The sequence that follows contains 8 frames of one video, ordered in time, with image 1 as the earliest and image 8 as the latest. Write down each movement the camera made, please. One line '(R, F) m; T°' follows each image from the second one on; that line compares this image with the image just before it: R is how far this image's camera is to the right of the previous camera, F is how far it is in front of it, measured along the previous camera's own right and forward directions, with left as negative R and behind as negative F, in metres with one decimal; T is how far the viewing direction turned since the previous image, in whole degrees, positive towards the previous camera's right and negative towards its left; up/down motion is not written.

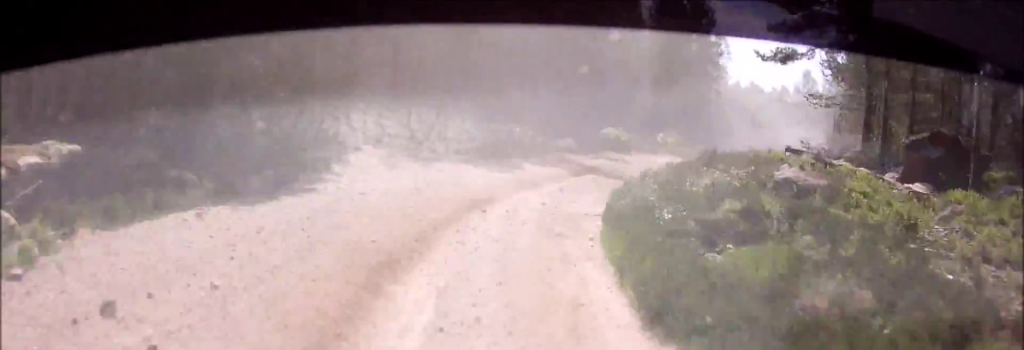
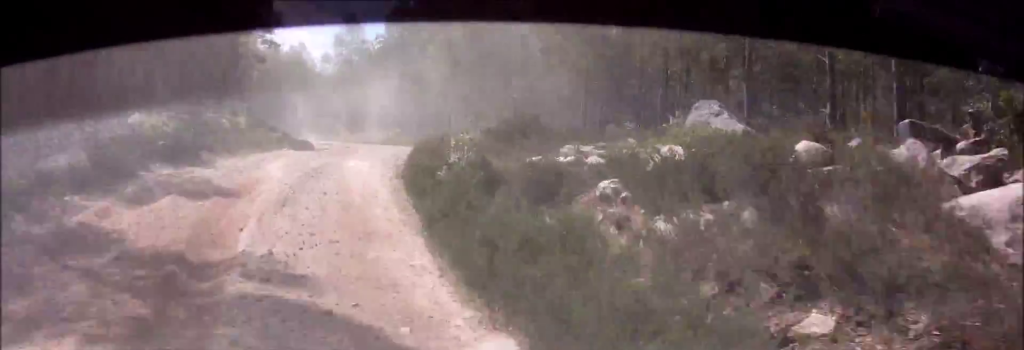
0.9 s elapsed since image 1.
(+4.0, +21.4) m; +14°
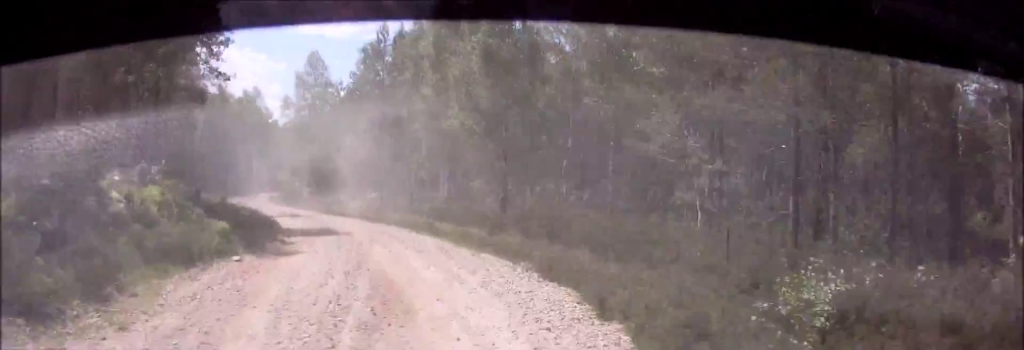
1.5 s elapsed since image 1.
(+1.3, +14.6) m; +7°
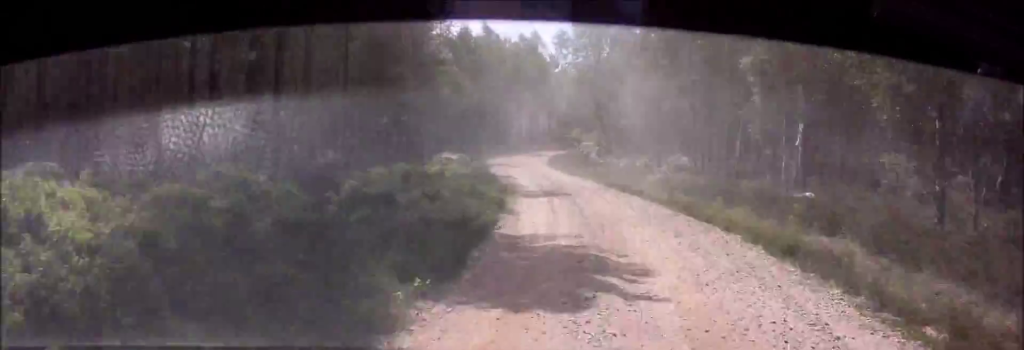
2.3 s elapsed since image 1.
(+0.4, +18.3) m; +5°
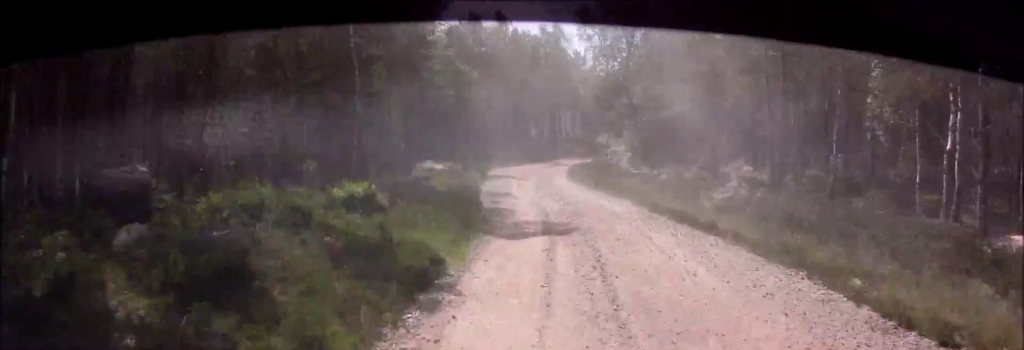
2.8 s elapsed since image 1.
(+1.0, +11.4) m; +2°
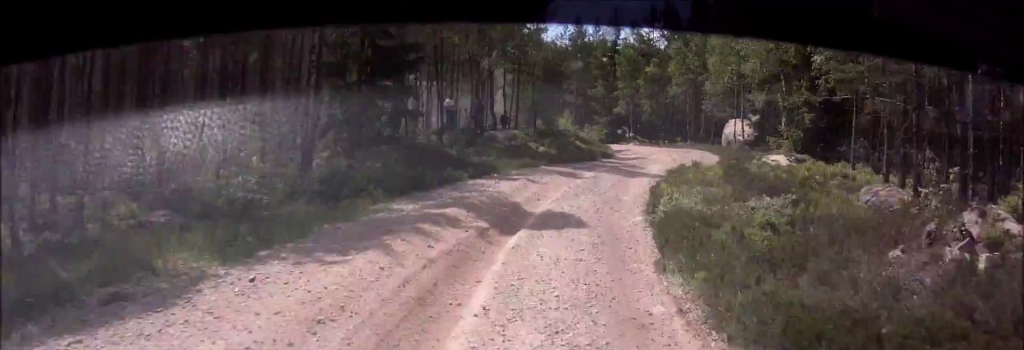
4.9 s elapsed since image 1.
(+3.0, +44.8) m; +10°
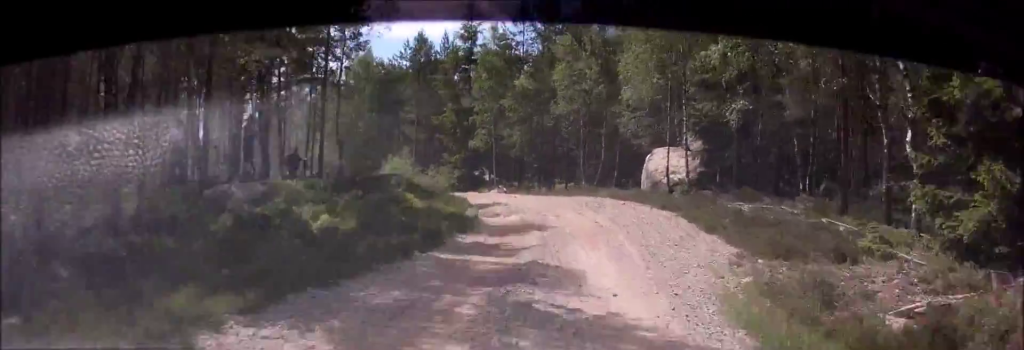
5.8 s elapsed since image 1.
(+0.8, +18.0) m; 0°
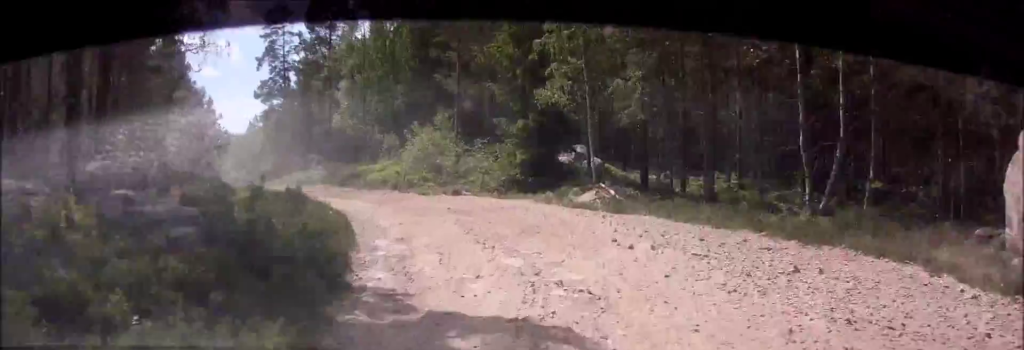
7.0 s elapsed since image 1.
(-1.4, +21.4) m; -13°
